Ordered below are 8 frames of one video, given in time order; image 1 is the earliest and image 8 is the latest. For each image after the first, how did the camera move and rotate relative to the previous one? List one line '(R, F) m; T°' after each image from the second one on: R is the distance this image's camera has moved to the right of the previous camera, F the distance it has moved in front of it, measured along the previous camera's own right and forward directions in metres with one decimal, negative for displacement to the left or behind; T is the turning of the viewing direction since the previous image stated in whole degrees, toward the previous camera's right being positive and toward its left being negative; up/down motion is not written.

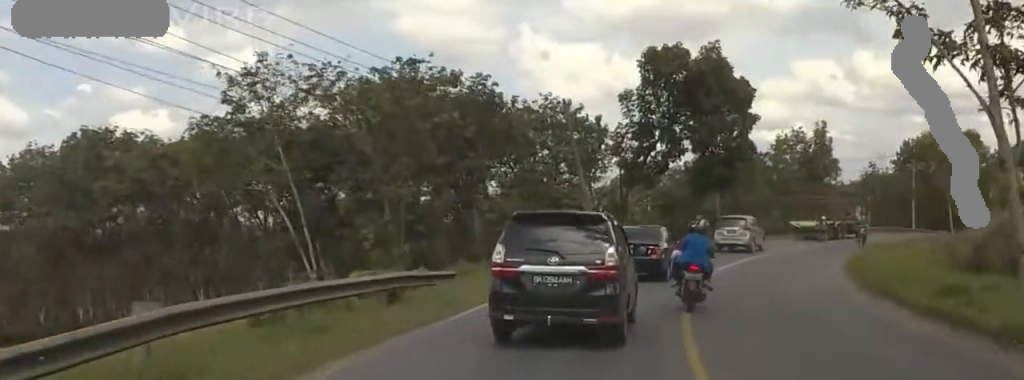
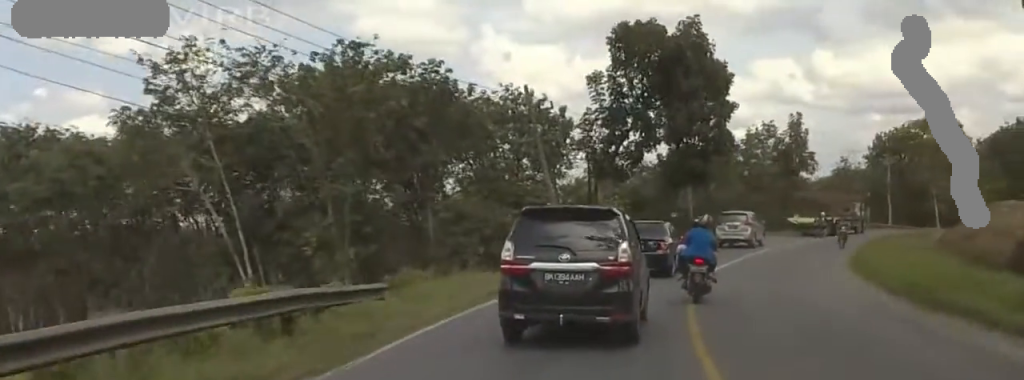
(-0.1, +5.2) m; -1°
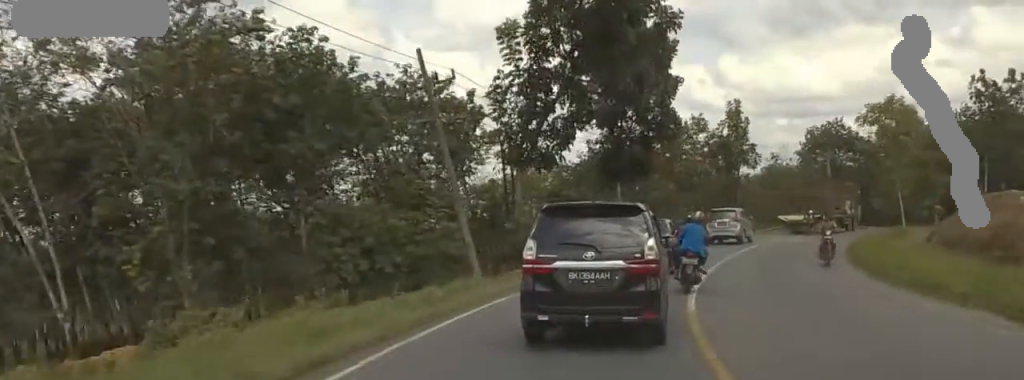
(-0.1, +10.6) m; 0°
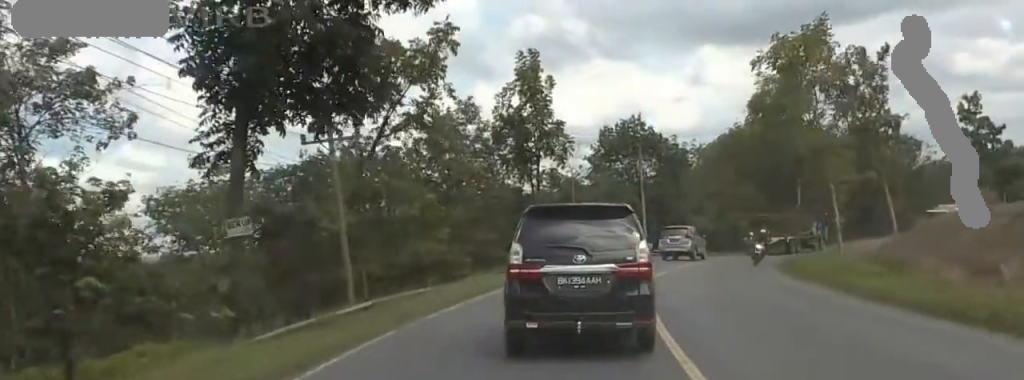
(0.0, +32.1) m; 0°
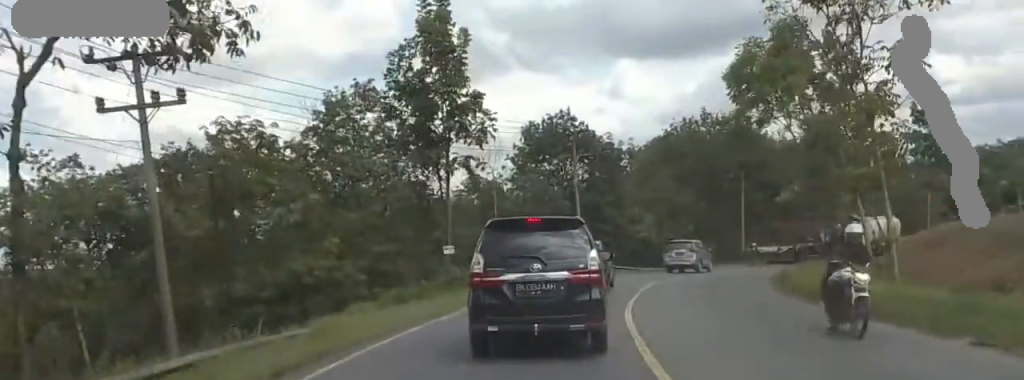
(0.0, +12.3) m; 0°
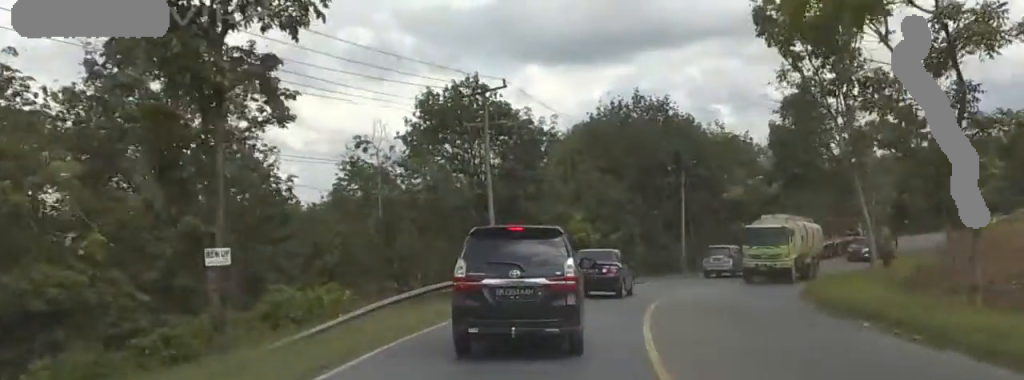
(+1.1, +16.4) m; +7°
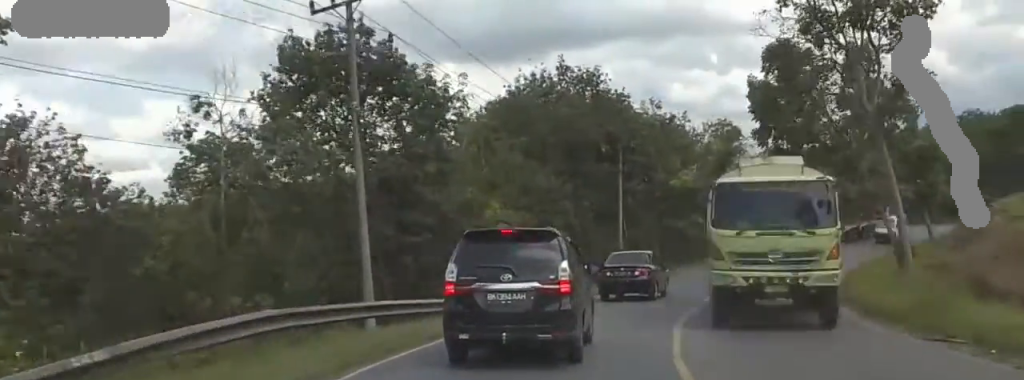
(+0.2, +13.6) m; -3°
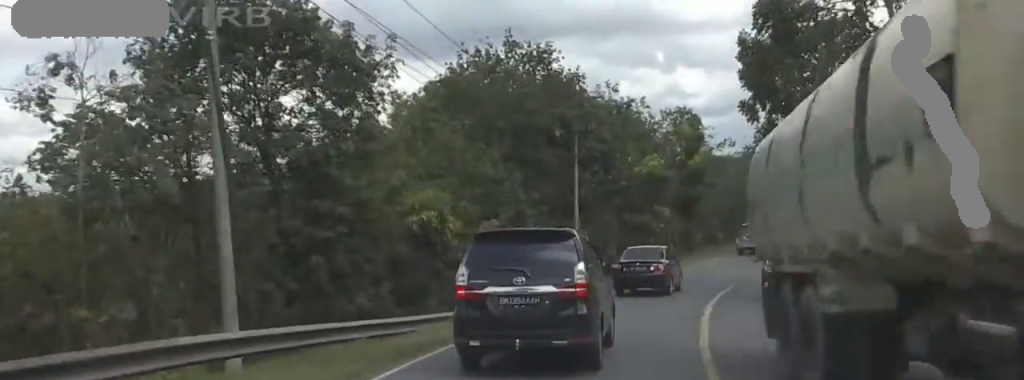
(-0.5, +7.3) m; -4°
